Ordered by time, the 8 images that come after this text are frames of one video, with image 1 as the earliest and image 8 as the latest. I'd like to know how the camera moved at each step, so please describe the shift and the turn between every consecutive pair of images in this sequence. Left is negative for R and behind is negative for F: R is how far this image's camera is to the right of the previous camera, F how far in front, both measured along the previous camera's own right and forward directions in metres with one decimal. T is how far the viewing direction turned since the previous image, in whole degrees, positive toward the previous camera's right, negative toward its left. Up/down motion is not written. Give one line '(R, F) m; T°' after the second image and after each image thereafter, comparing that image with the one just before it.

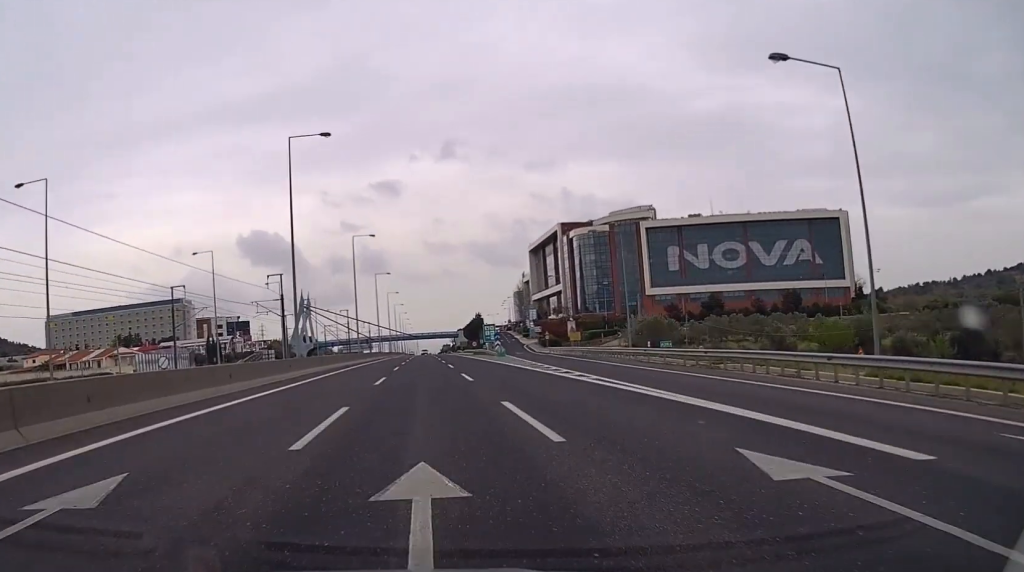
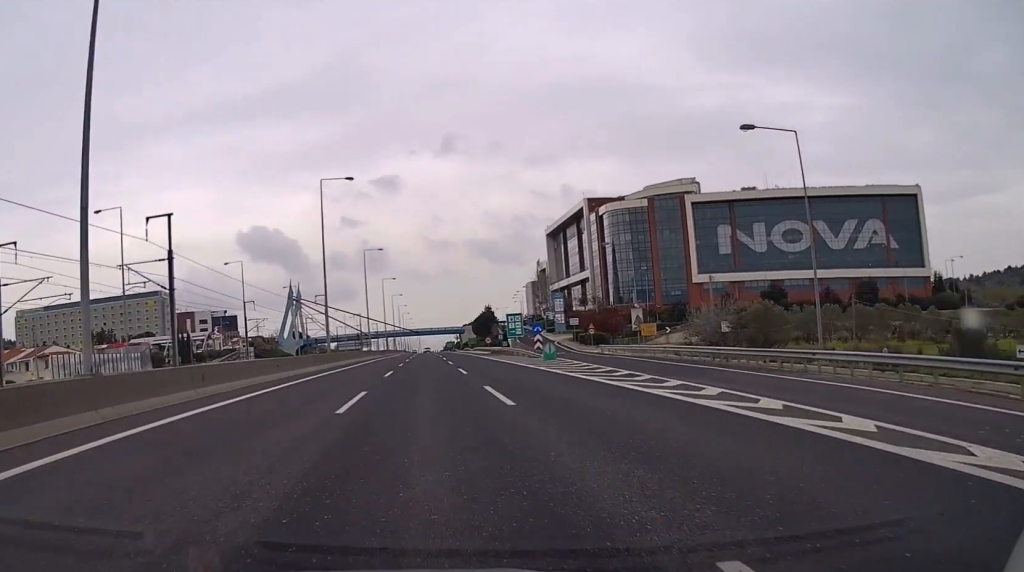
(-0.1, +31.8) m; 0°
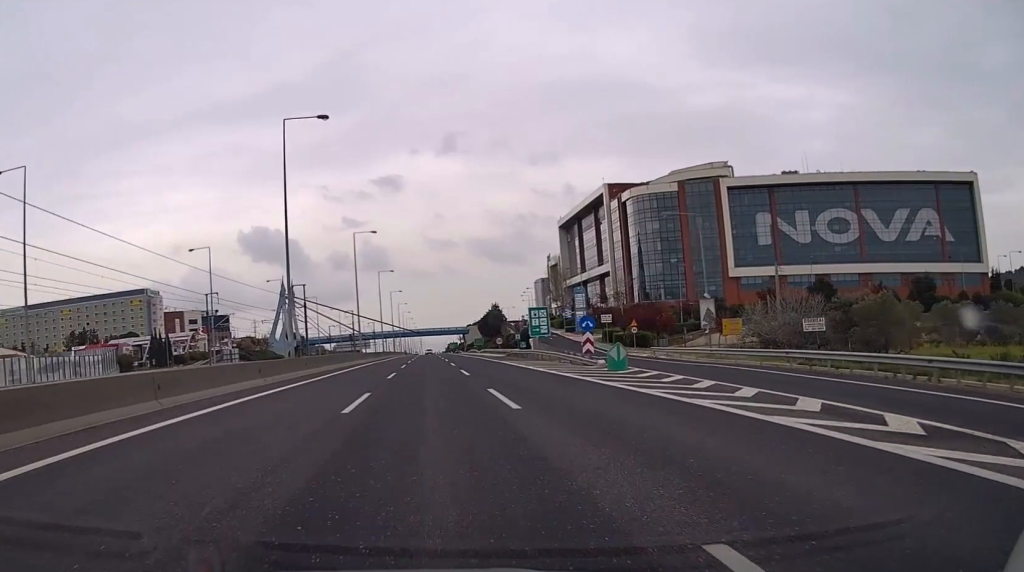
(0.0, +18.9) m; 0°
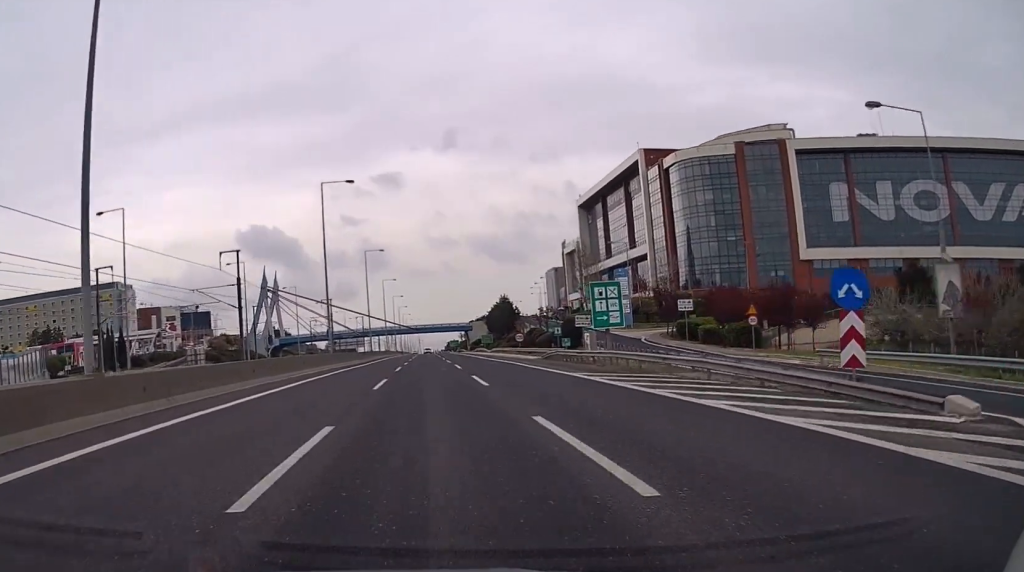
(+0.1, +27.8) m; 0°
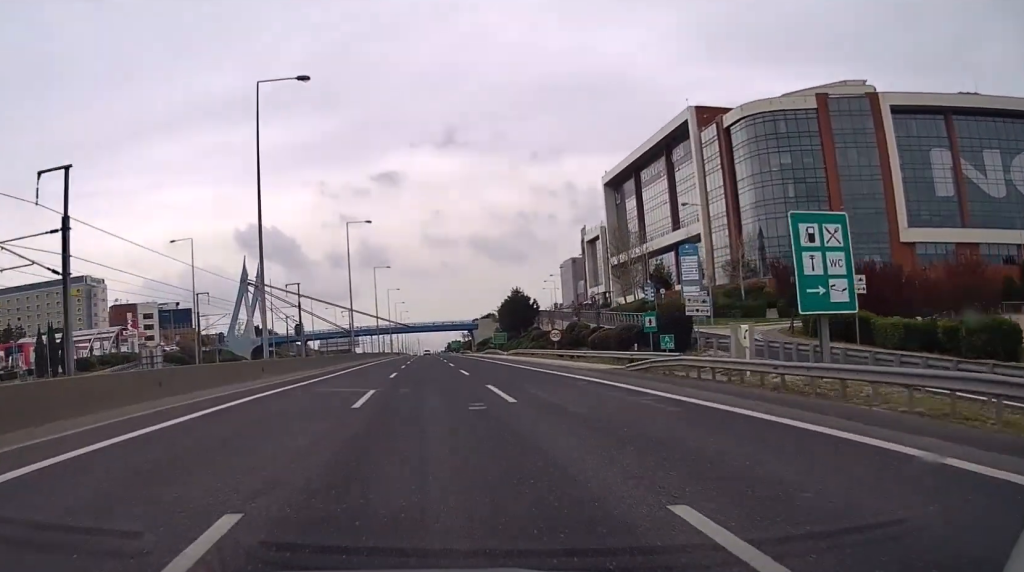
(-0.1, +24.8) m; 0°
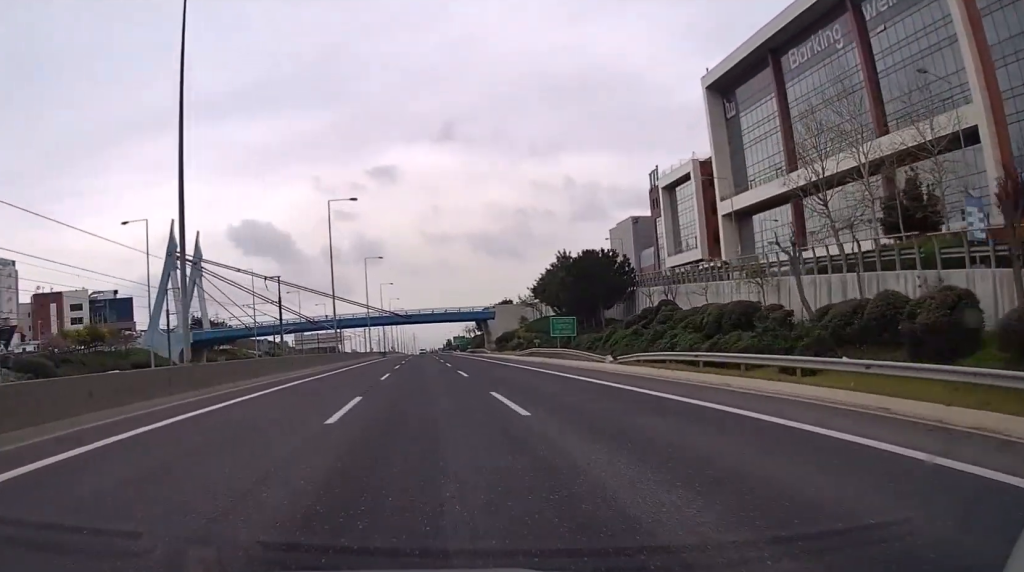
(+0.3, +57.7) m; +1°
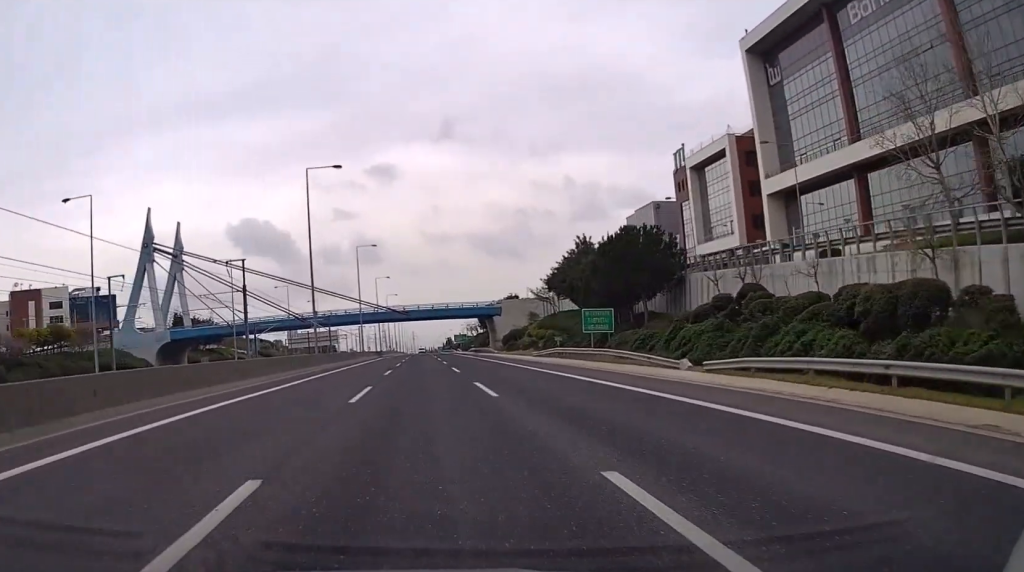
(0.0, +13.0) m; 0°
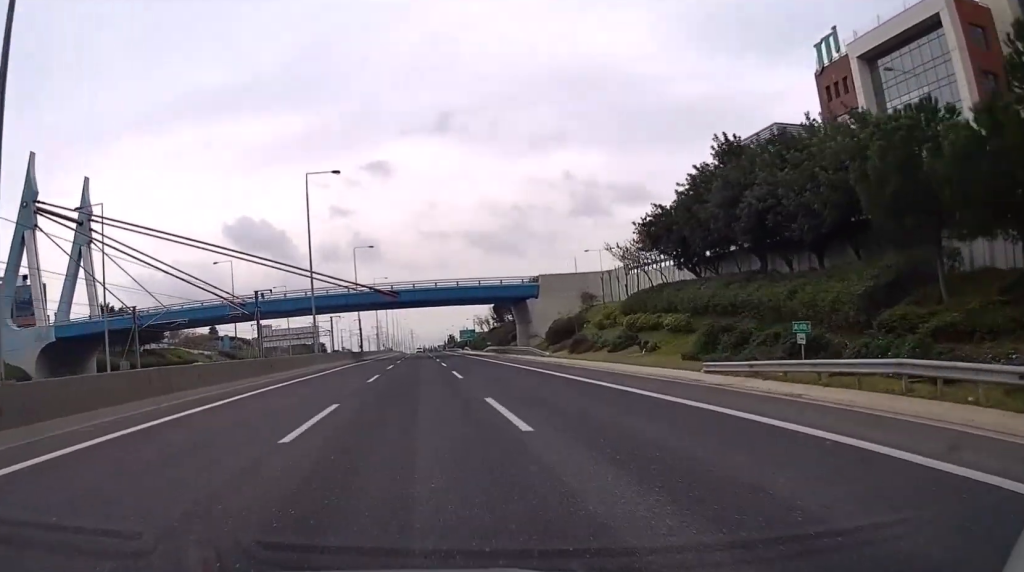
(0.0, +43.8) m; 0°
